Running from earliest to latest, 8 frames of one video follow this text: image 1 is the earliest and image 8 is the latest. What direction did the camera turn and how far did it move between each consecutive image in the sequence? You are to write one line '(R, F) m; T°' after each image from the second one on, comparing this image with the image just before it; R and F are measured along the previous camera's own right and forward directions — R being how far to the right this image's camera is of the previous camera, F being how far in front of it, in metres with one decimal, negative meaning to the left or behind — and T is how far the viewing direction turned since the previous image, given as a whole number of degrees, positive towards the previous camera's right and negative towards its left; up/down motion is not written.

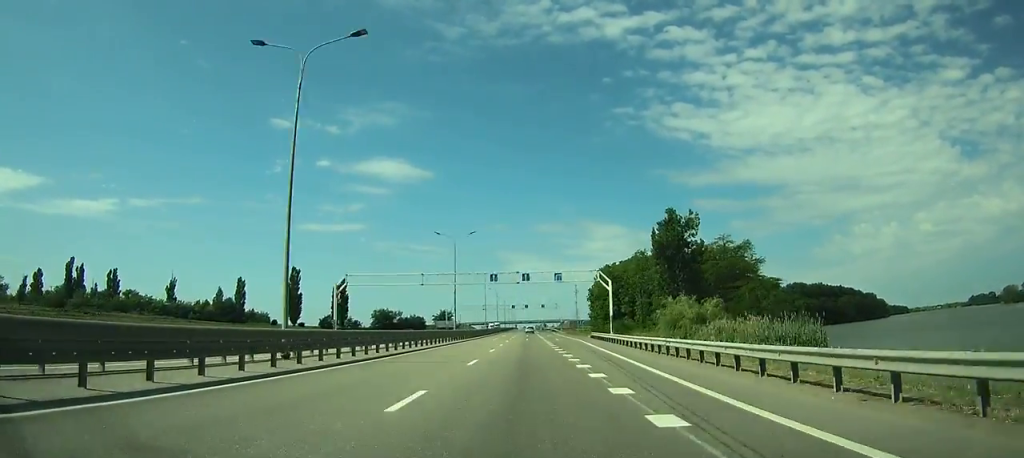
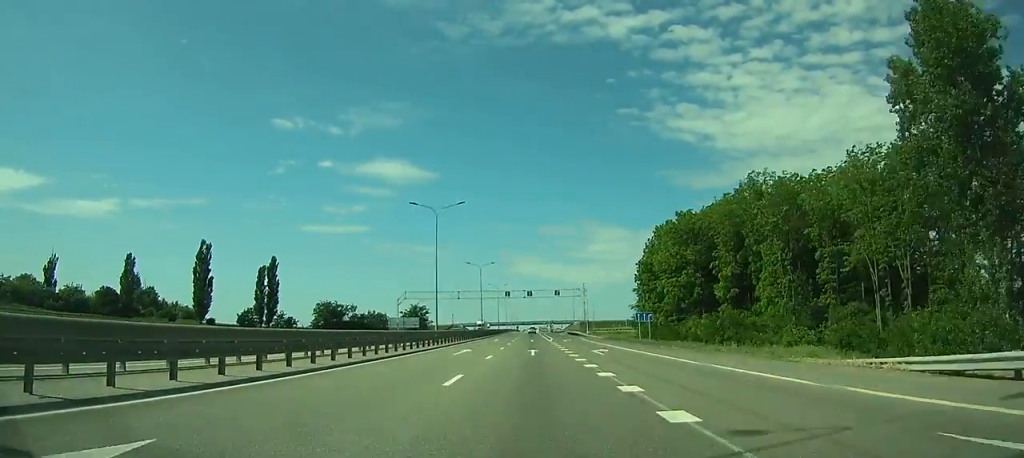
(0.0, +67.9) m; 0°
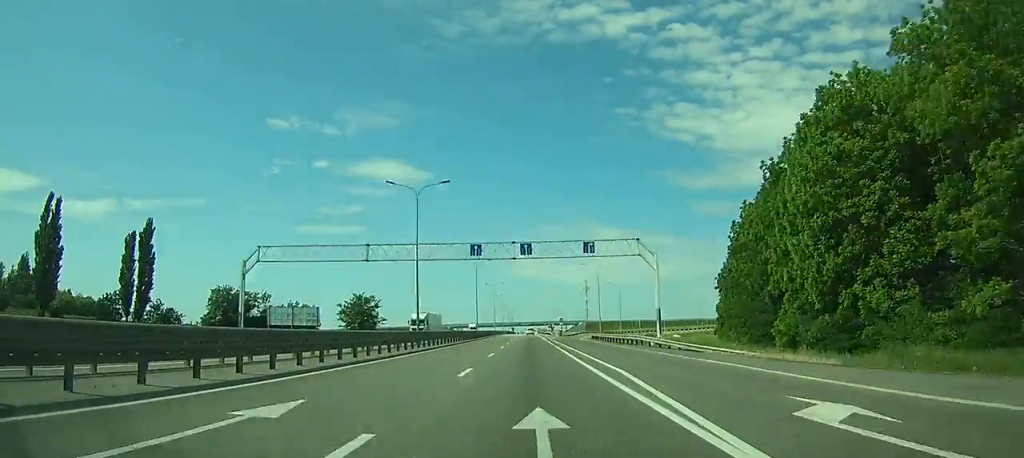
(-0.2, +56.7) m; 0°
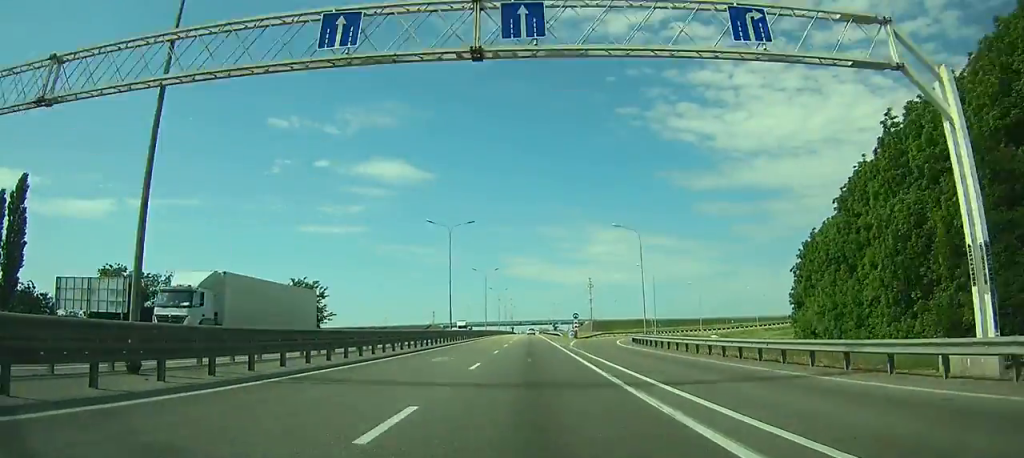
(0.0, +32.3) m; 0°
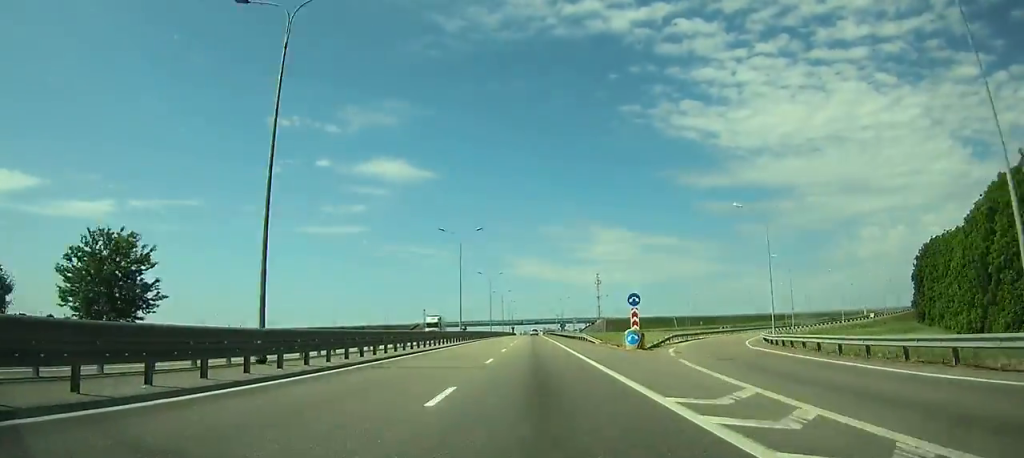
(-0.1, +43.4) m; 0°
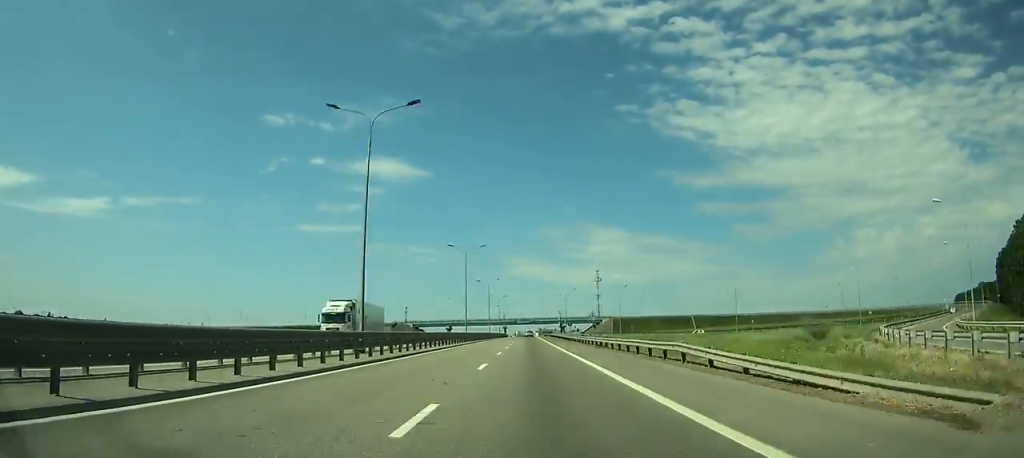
(-0.1, +36.3) m; 0°
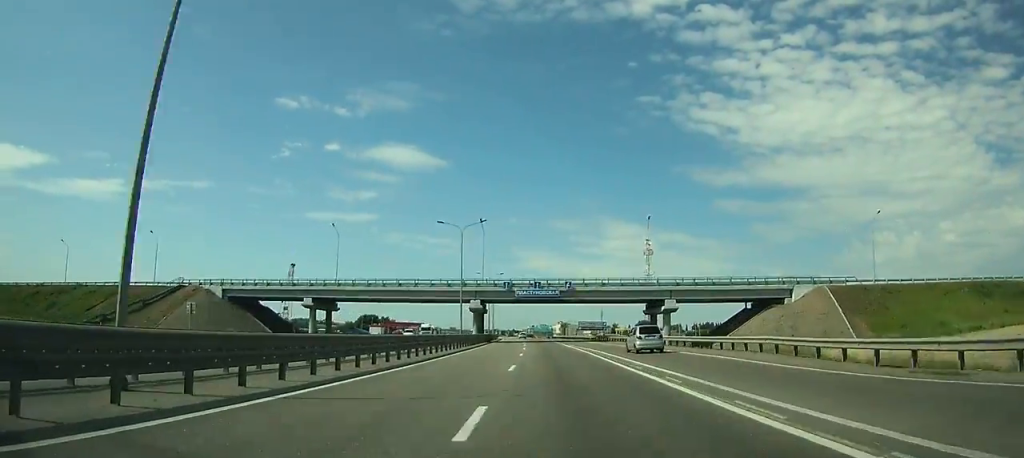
(-0.1, +171.2) m; -1°
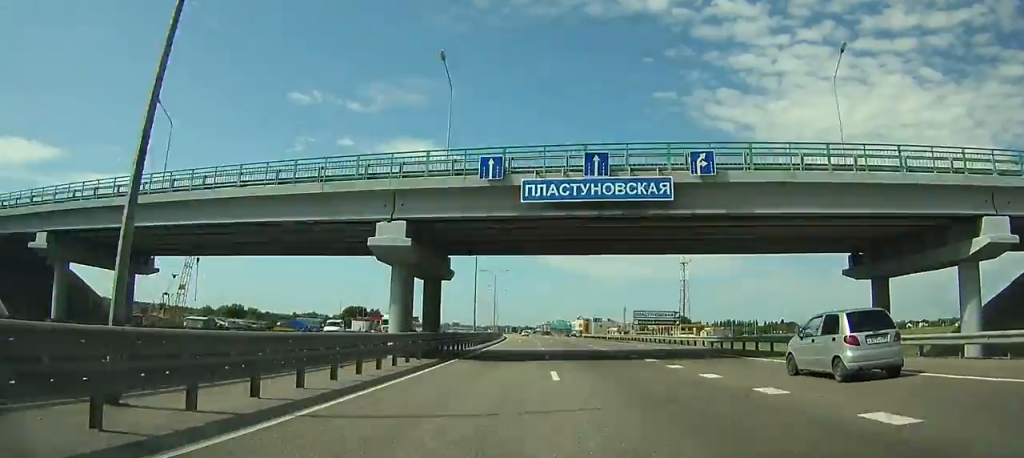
(-0.3, +51.3) m; -1°
